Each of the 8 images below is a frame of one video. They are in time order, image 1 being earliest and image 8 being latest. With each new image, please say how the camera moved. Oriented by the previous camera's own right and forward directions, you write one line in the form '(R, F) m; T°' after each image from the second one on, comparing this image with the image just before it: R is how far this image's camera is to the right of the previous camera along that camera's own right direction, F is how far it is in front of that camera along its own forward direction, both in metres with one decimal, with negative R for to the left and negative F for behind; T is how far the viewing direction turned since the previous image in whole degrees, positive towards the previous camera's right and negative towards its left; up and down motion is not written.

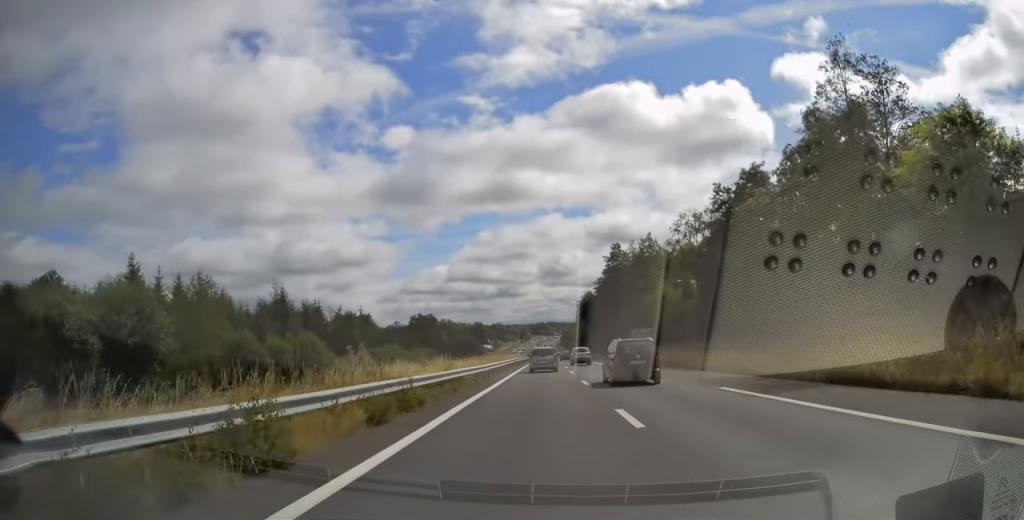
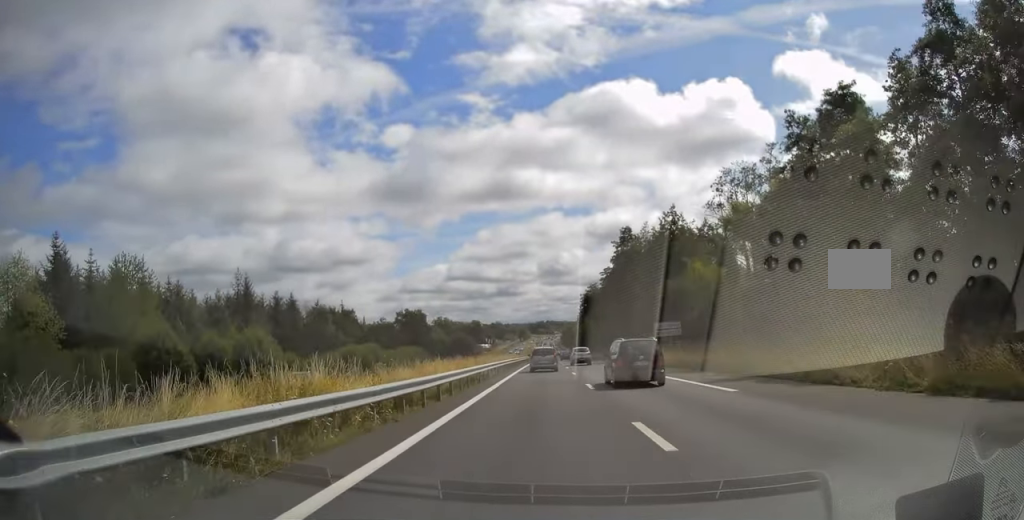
(0.0, +15.0) m; 0°
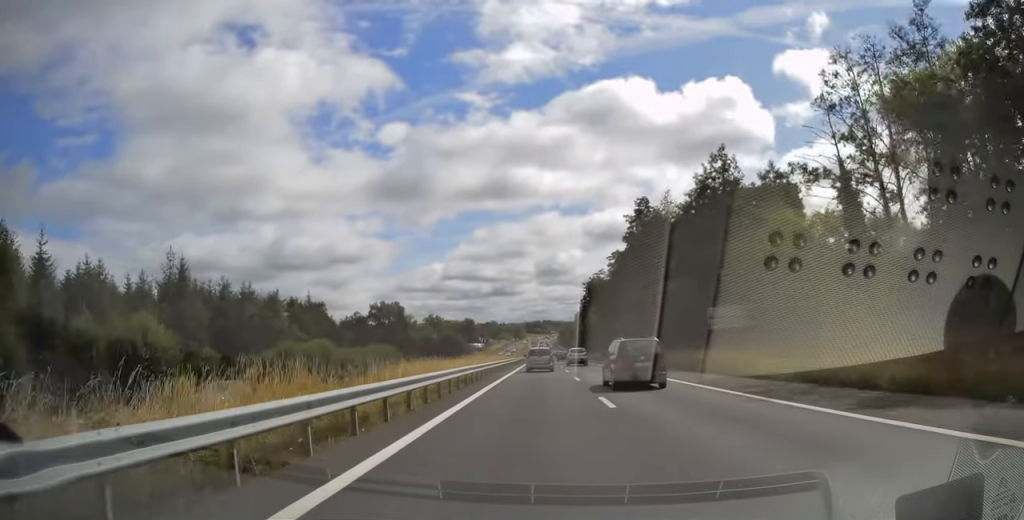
(0.0, +19.6) m; +1°
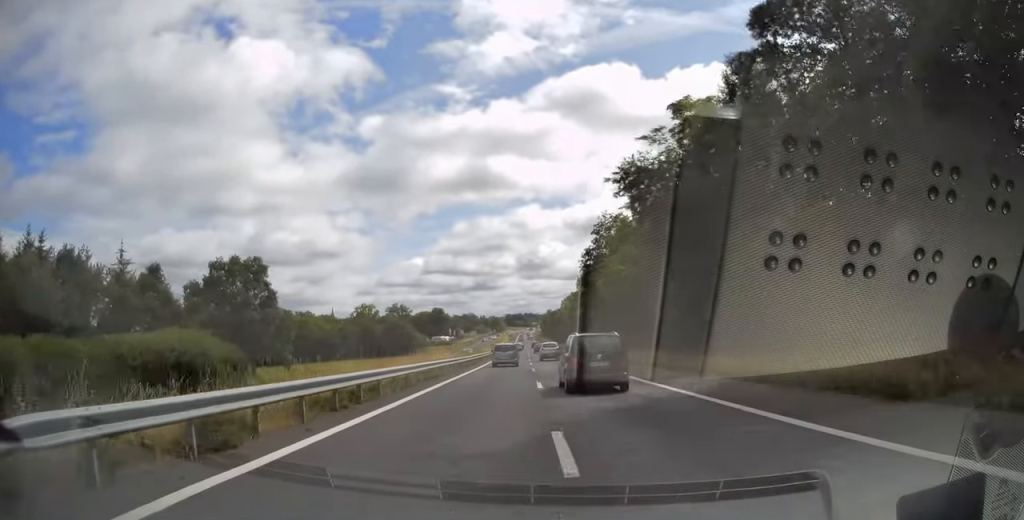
(+0.9, +58.7) m; +1°
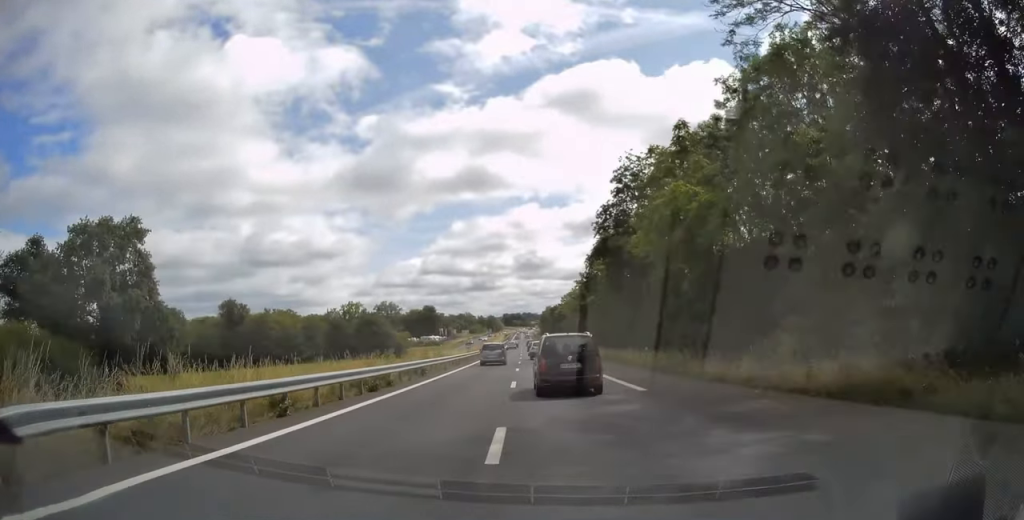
(0.0, +25.0) m; 0°
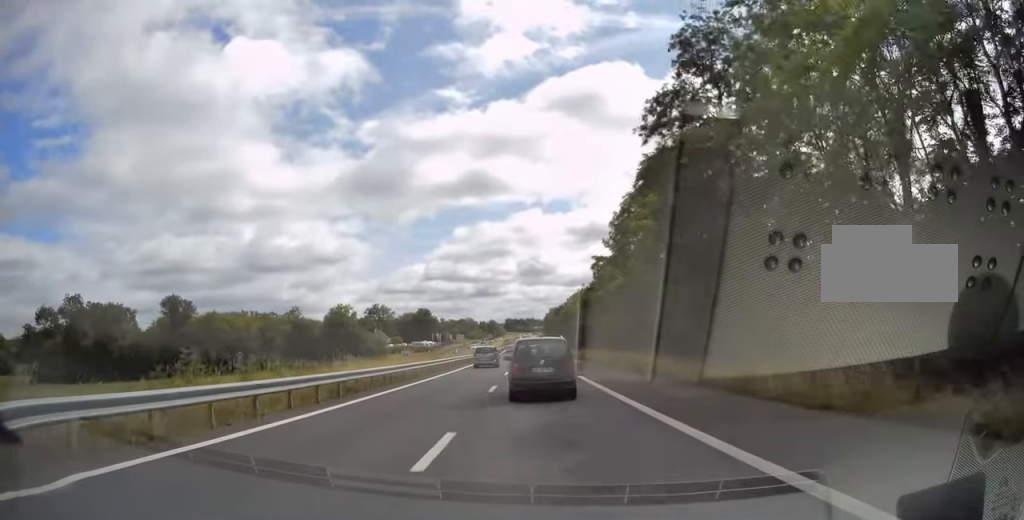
(0.0, +26.2) m; 0°
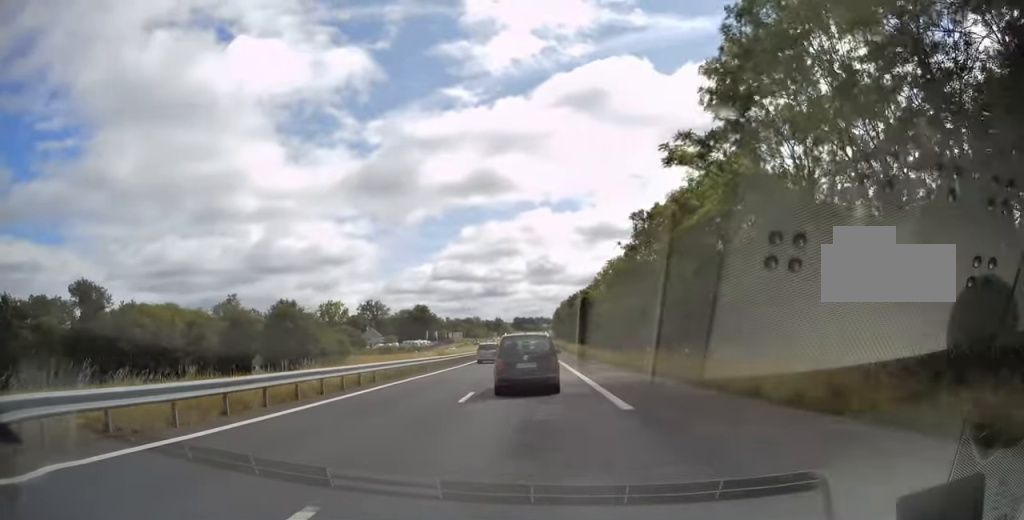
(+0.1, +30.9) m; 0°
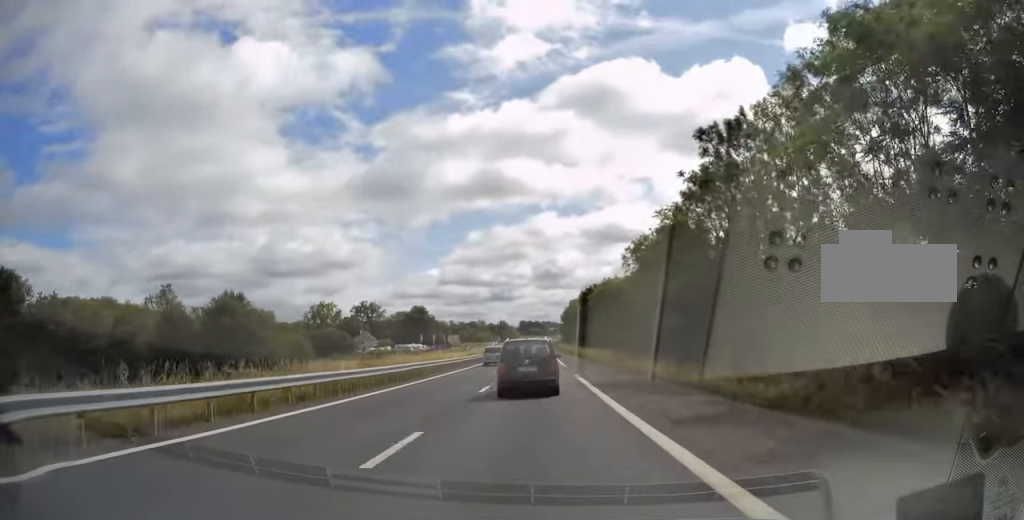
(+0.1, +20.8) m; 0°
